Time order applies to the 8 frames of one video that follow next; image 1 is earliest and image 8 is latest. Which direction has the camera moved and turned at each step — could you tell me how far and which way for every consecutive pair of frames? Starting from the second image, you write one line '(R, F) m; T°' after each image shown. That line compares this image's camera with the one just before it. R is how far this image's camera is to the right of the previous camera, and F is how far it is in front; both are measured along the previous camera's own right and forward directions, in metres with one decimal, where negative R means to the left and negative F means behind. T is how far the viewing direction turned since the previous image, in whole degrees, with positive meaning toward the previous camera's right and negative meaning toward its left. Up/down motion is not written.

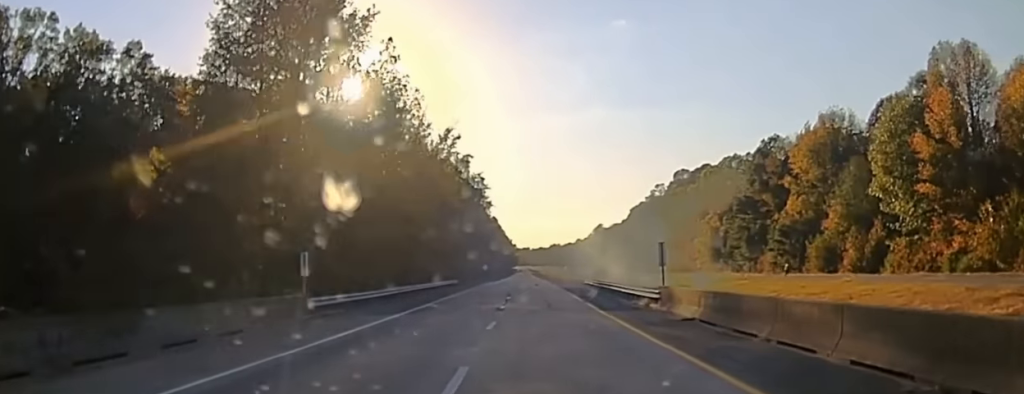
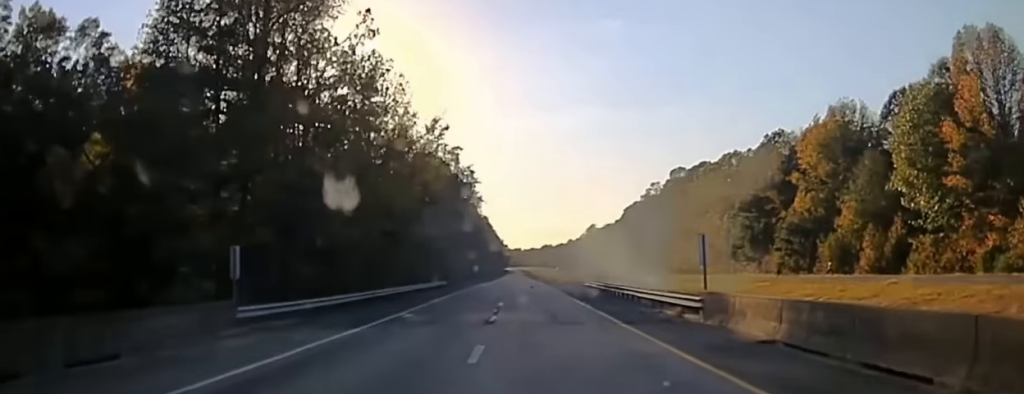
(-0.1, +7.6) m; +2°
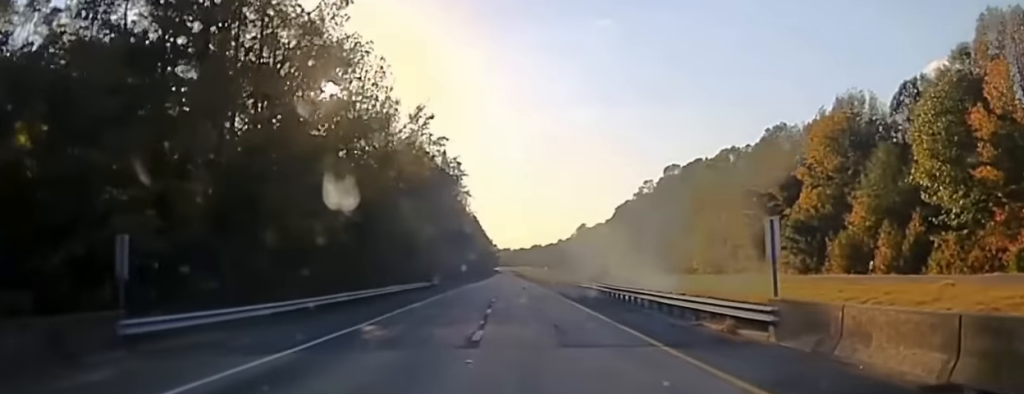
(-0.2, +6.5) m; +1°
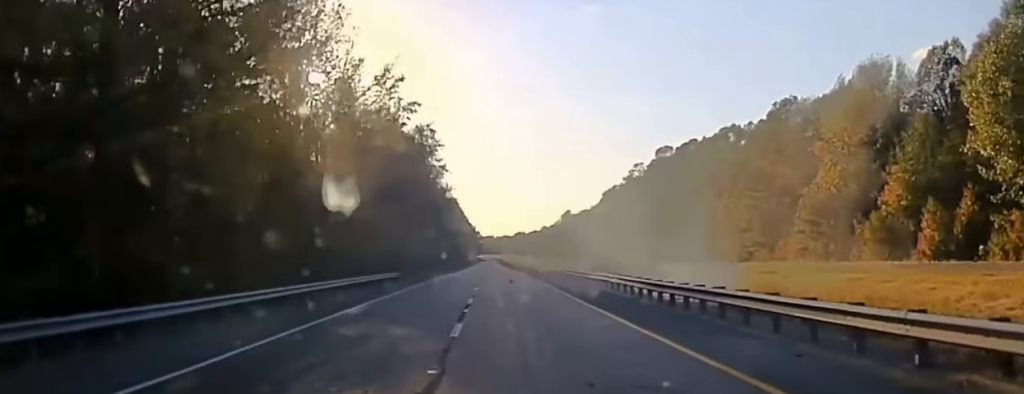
(+0.7, +13.3) m; +1°
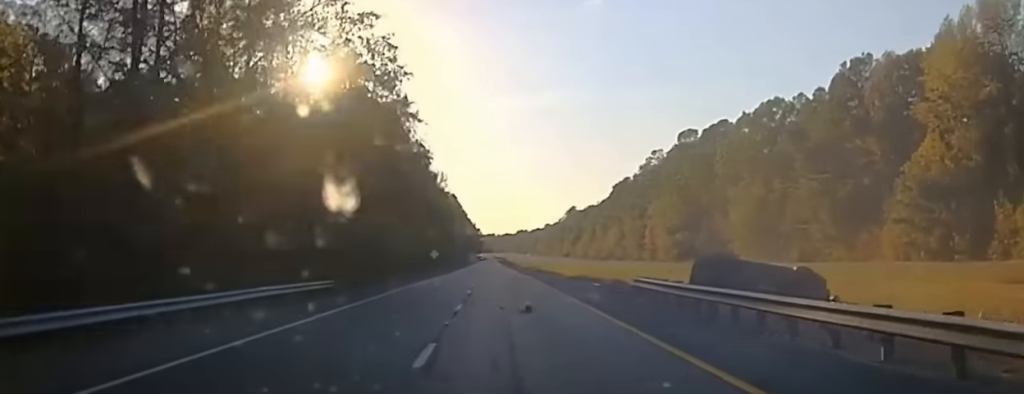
(0.0, +30.0) m; 0°
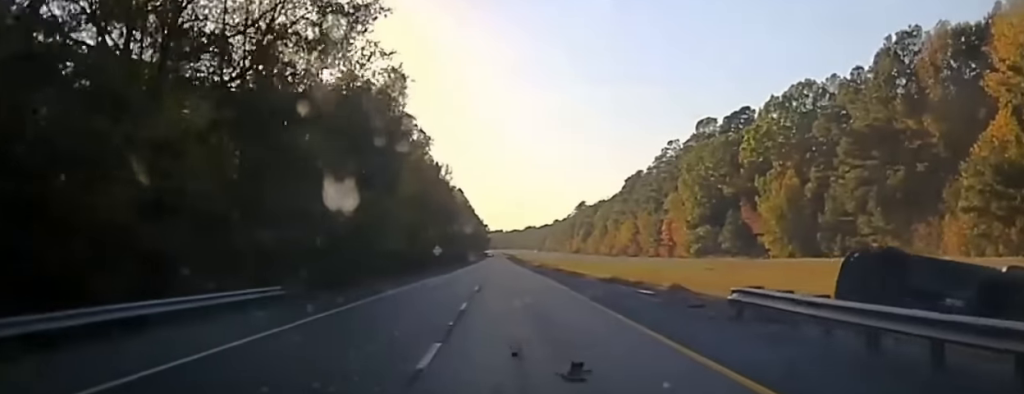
(+0.1, +13.2) m; 0°
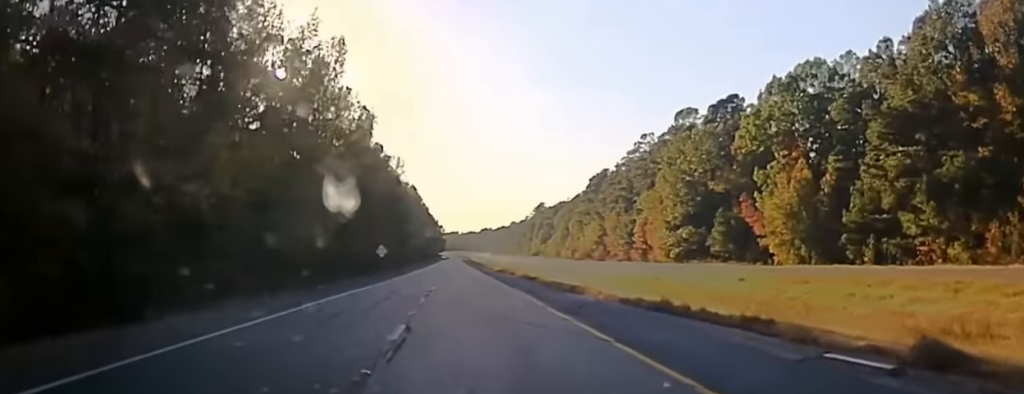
(0.0, +22.4) m; +2°
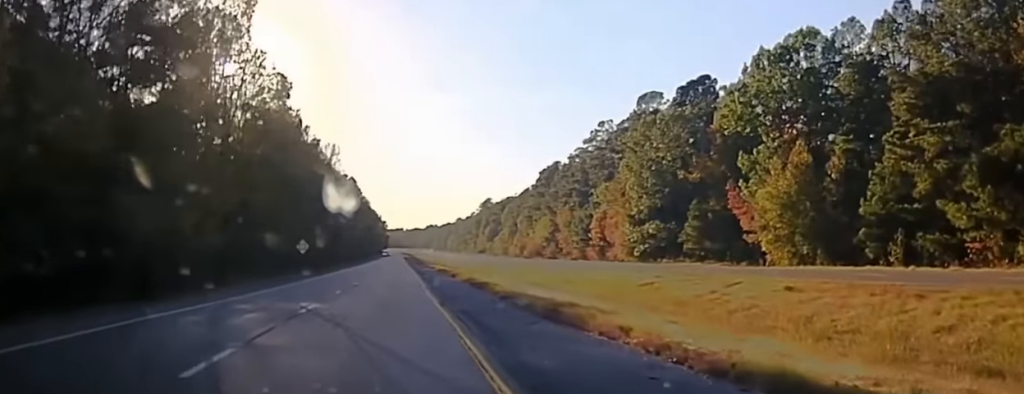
(+0.9, +18.0) m; +4°
